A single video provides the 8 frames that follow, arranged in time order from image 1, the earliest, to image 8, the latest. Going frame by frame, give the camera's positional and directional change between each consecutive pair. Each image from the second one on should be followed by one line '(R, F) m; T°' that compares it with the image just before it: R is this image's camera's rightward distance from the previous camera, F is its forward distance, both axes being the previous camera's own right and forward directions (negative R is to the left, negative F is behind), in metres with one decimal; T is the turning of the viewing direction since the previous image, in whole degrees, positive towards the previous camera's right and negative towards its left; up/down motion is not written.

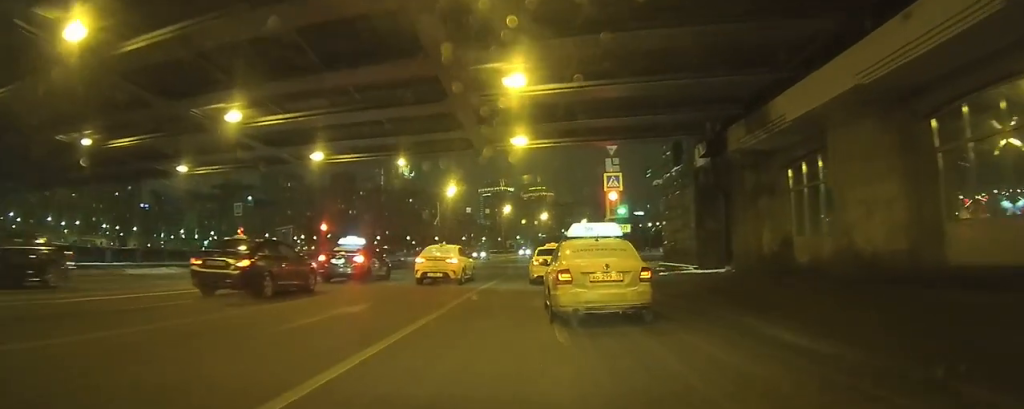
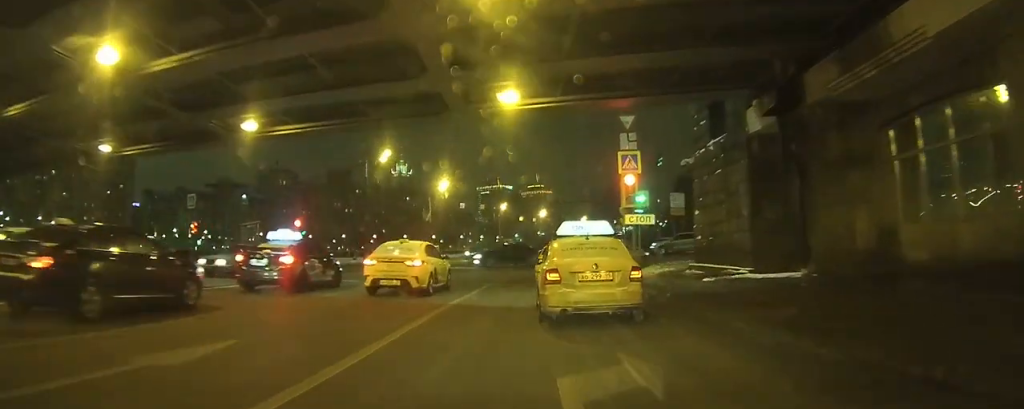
(-0.1, +2.9) m; -2°
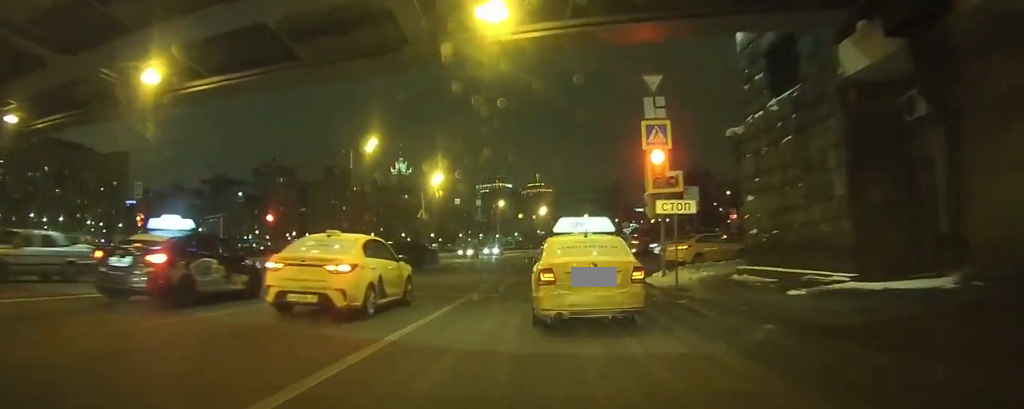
(0.0, +2.6) m; +3°
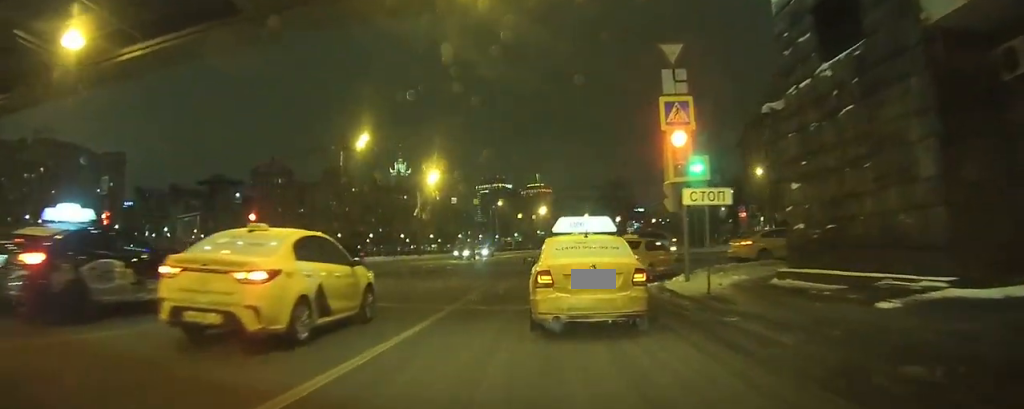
(0.0, +1.5) m; +4°
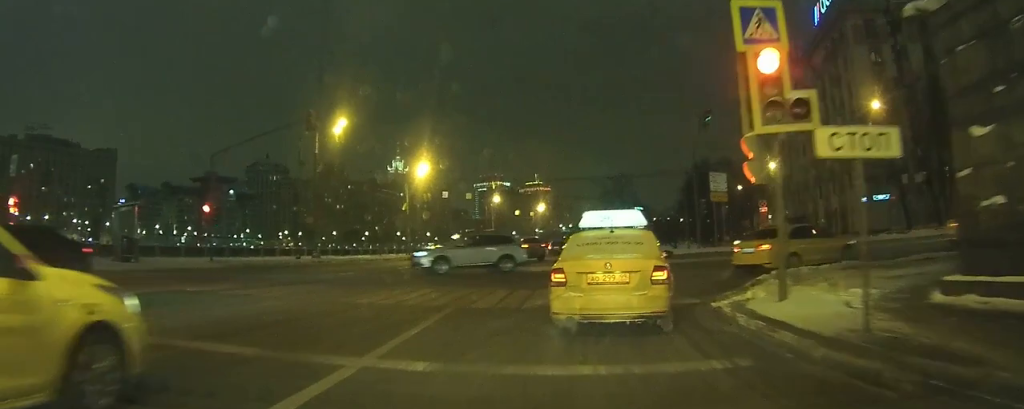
(+0.3, +3.3) m; +9°
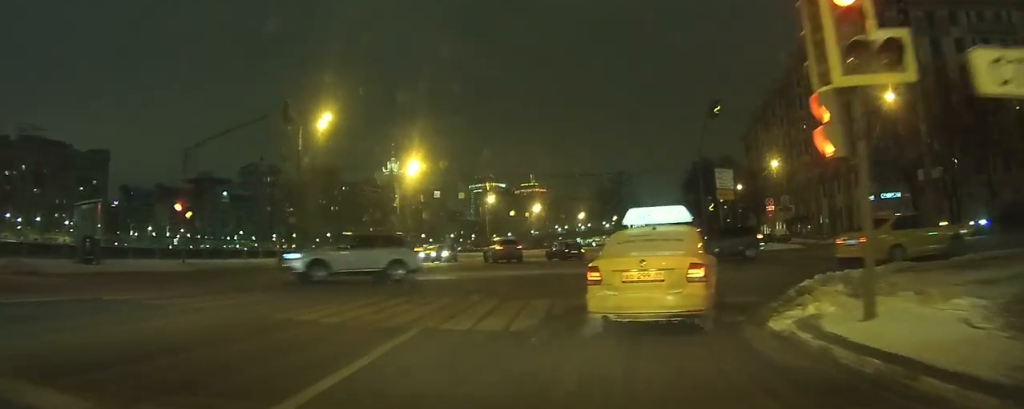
(0.0, +1.5) m; +3°
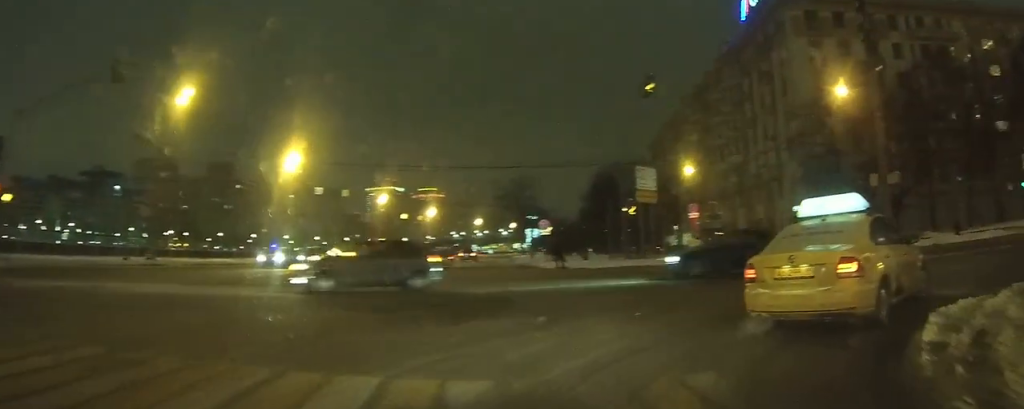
(+0.1, +3.8) m; +7°
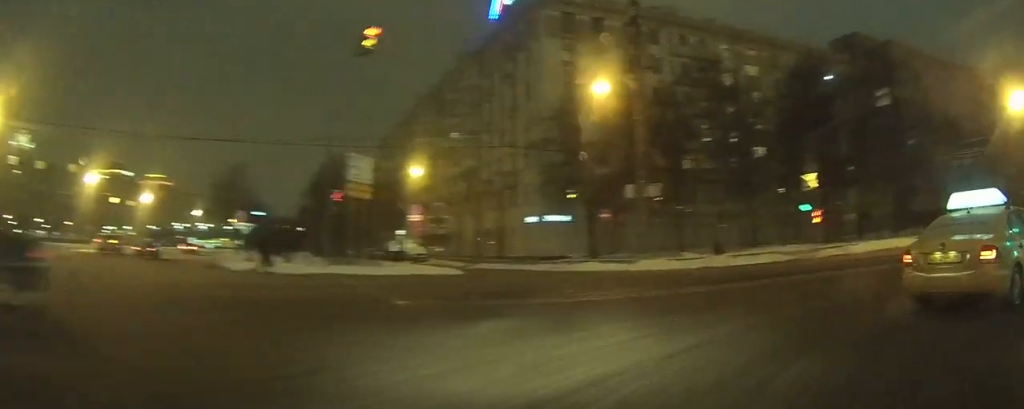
(+0.6, +5.1) m; +18°
